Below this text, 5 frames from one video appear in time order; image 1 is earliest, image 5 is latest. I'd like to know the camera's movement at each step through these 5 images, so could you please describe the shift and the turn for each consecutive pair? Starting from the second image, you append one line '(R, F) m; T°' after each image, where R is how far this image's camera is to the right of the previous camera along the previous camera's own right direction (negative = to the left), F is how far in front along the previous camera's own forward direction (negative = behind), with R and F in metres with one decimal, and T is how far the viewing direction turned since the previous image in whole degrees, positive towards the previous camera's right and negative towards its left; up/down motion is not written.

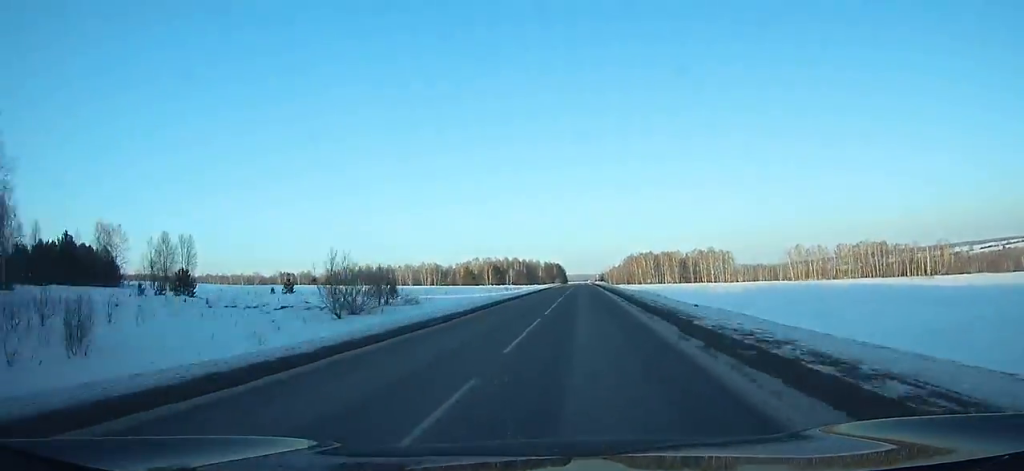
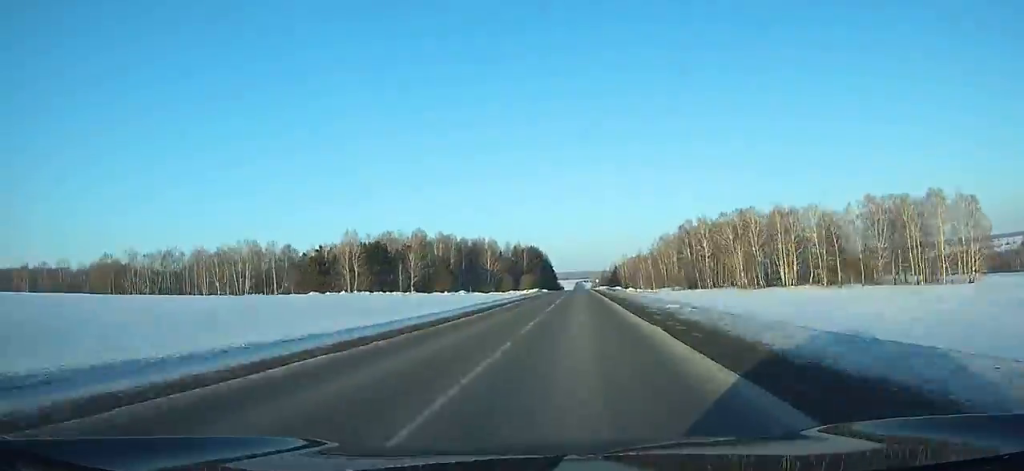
(-0.6, +241.2) m; 0°
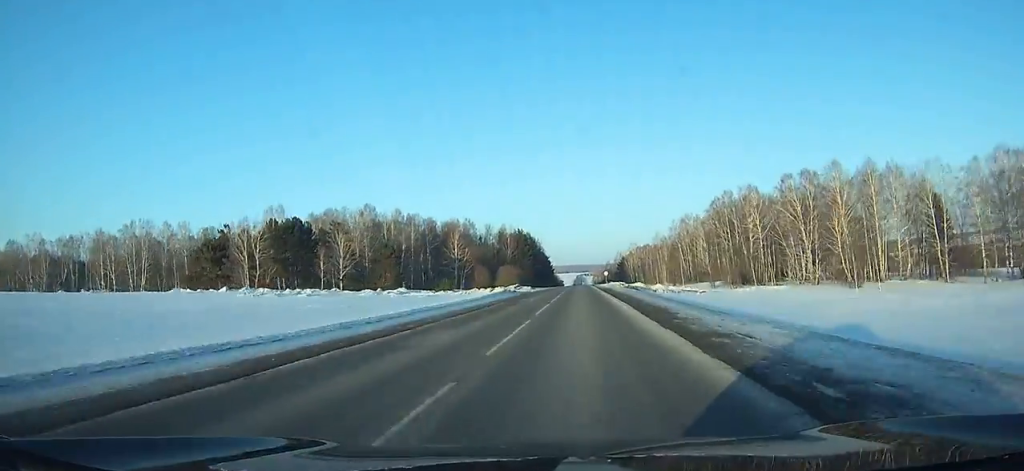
(-0.3, +53.3) m; 0°
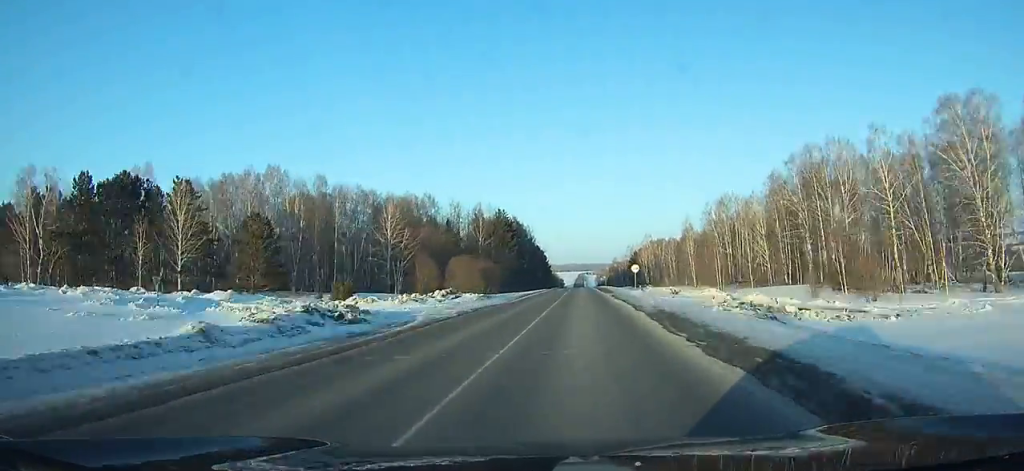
(-0.1, +53.1) m; 0°
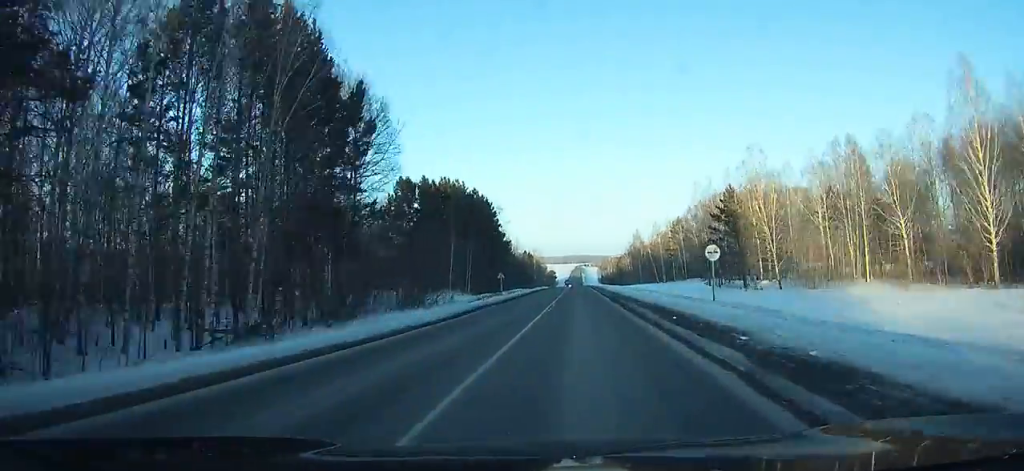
(+0.1, +149.9) m; 0°
